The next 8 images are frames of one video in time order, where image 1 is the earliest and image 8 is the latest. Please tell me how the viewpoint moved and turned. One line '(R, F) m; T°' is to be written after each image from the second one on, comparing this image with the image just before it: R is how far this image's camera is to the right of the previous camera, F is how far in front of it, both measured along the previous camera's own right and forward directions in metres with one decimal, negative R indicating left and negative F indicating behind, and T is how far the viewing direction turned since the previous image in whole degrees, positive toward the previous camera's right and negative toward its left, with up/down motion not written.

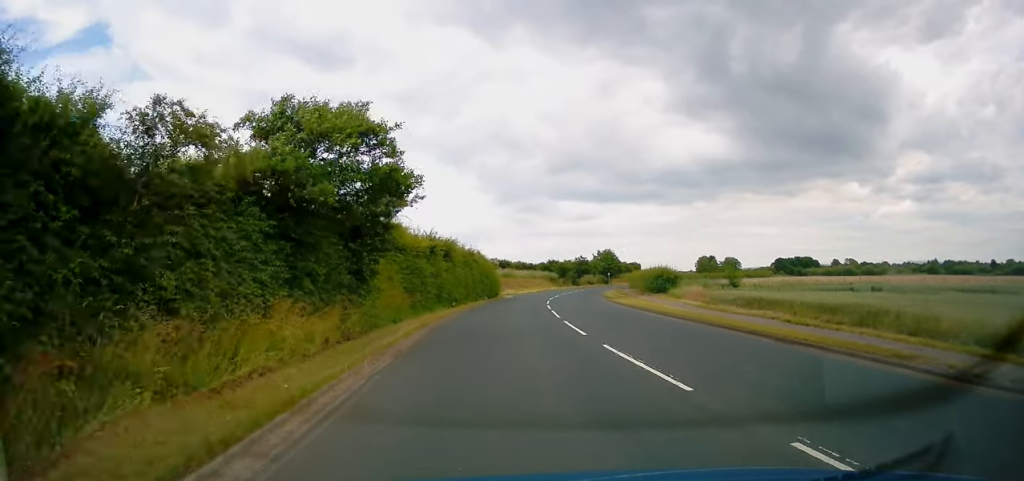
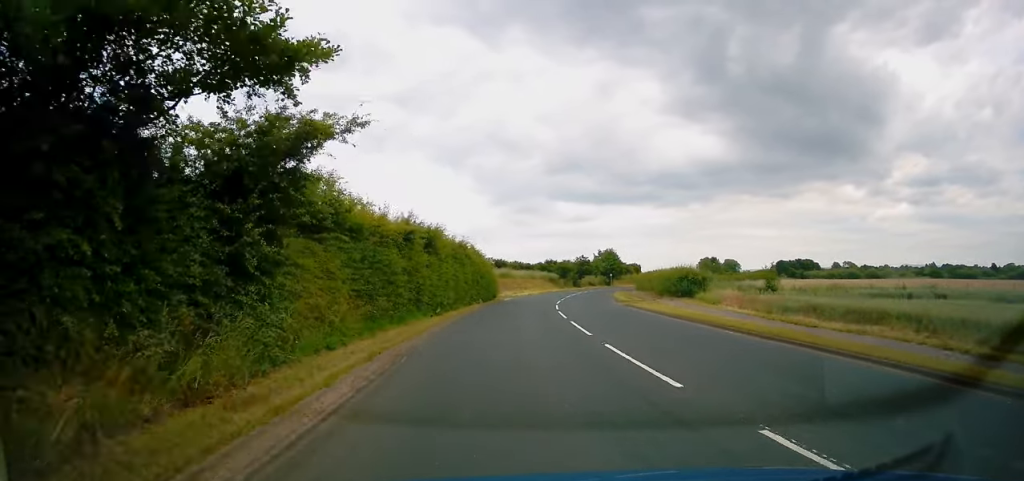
(+0.1, +8.3) m; +1°
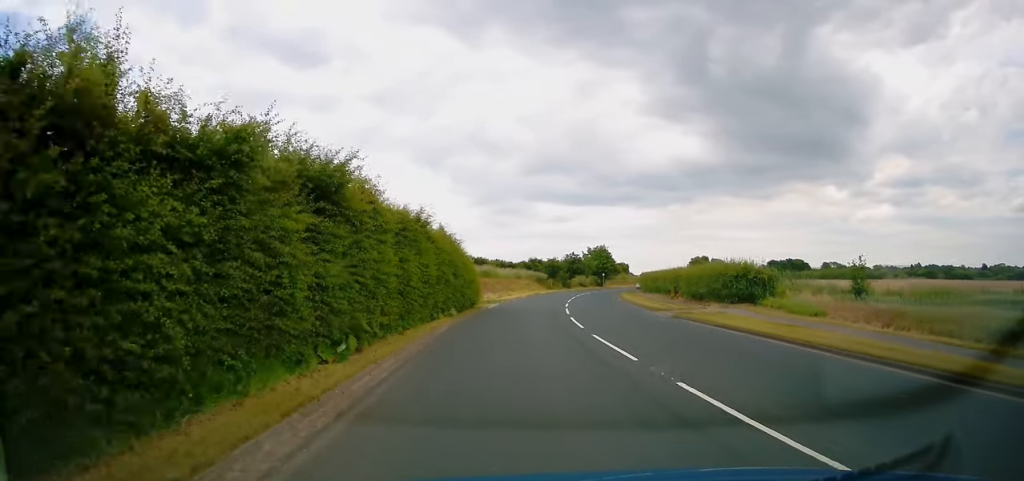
(0.0, +13.7) m; +1°
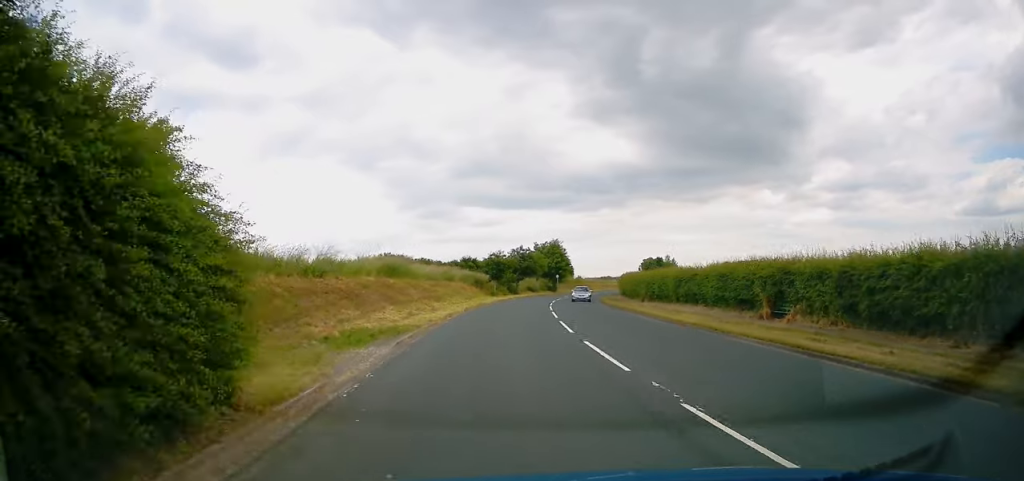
(+0.9, +27.3) m; +5°
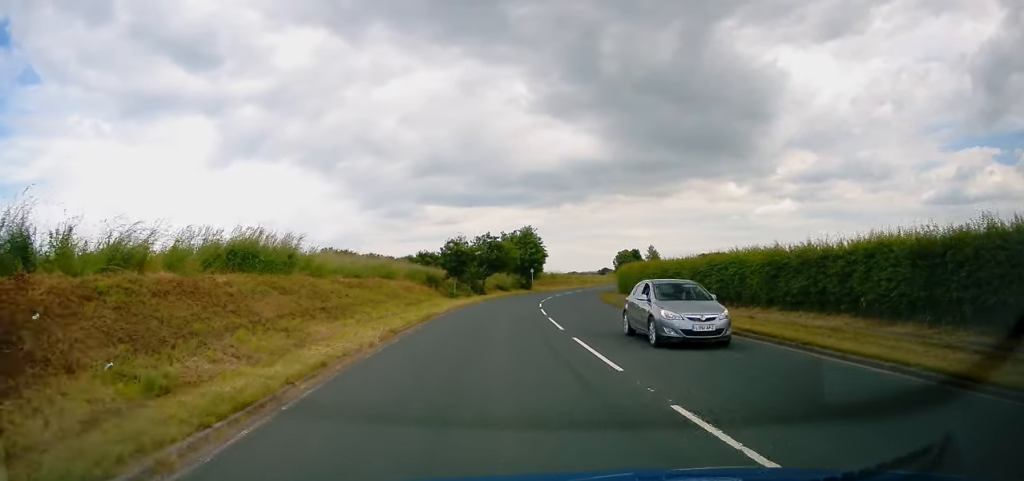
(+0.7, +17.8) m; +5°
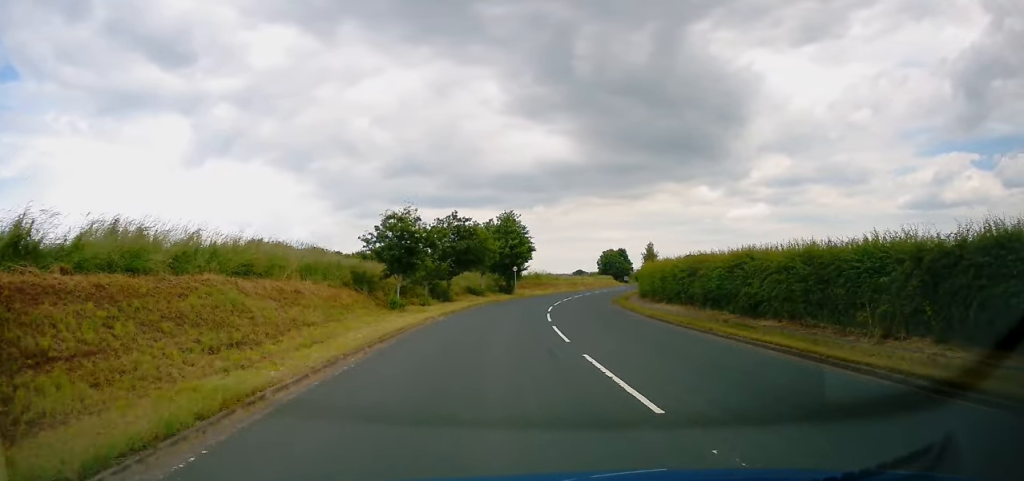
(+0.8, +19.9) m; +3°
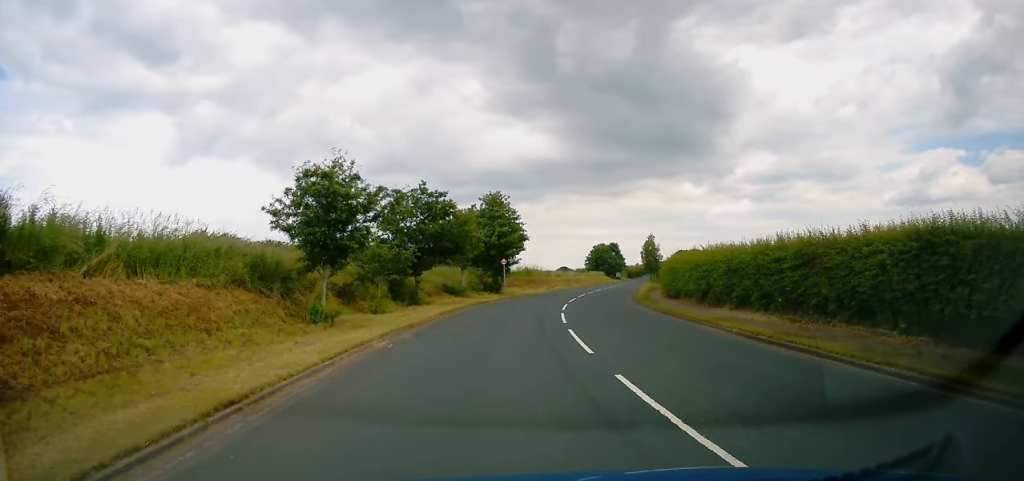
(-0.1, +11.6) m; +3°
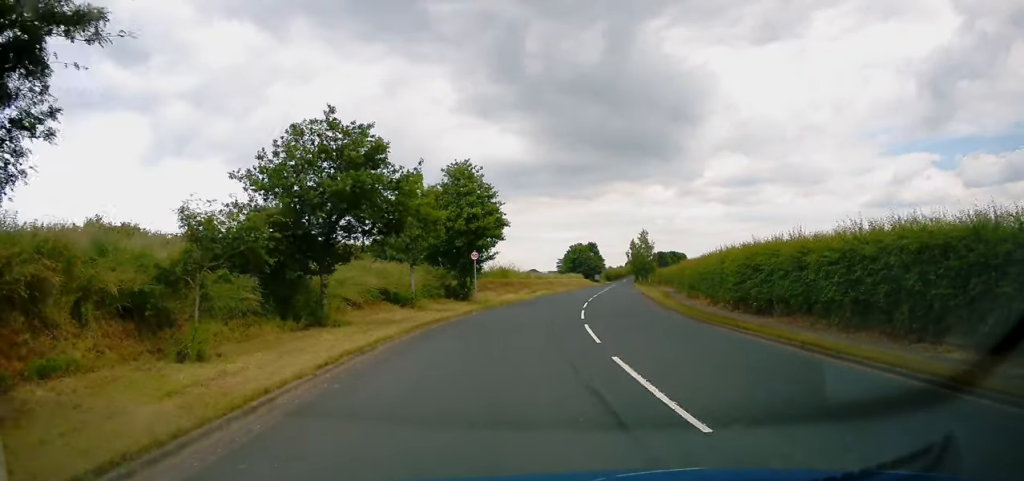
(+0.8, +14.5) m; +4°
